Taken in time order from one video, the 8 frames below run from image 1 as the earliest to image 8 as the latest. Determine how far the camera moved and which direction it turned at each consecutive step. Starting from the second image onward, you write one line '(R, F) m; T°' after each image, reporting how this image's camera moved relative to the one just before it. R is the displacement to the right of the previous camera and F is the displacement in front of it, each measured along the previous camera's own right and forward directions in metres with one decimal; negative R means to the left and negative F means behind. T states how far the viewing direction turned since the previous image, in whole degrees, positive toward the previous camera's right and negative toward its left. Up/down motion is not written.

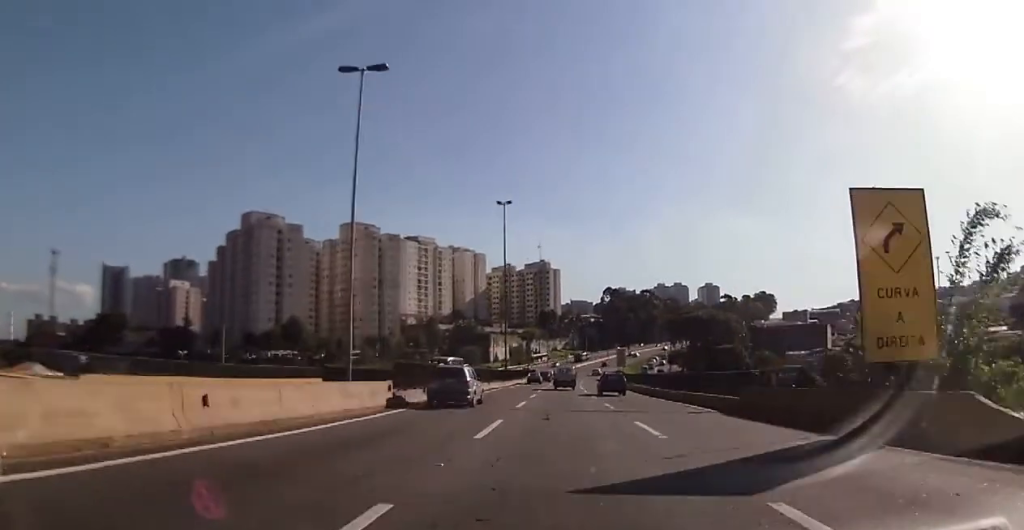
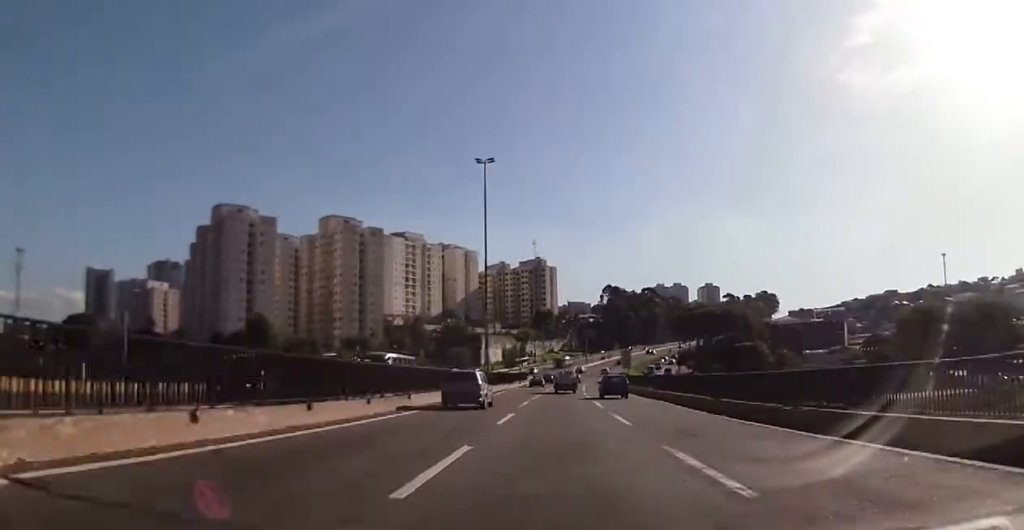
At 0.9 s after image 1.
(+0.2, +18.8) m; 0°
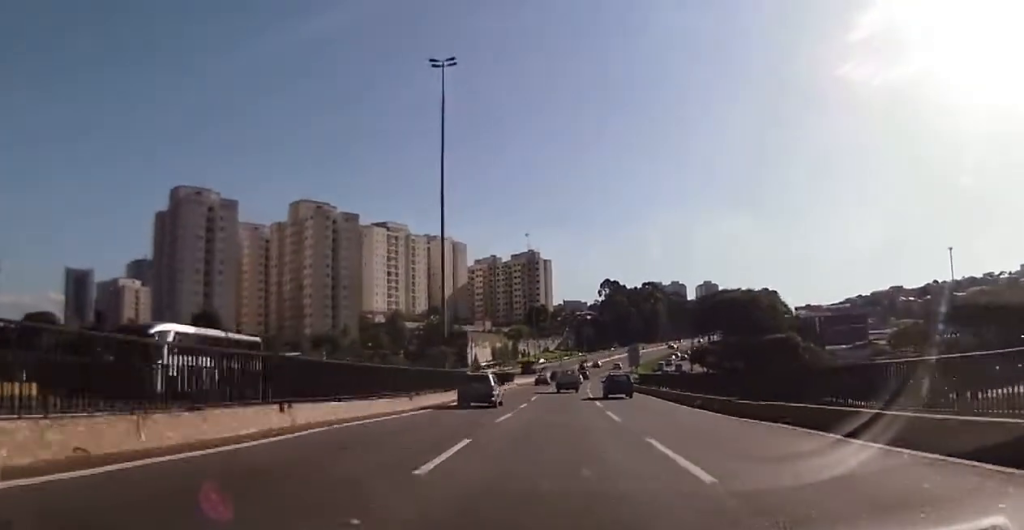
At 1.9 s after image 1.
(-0.1, +22.5) m; 0°
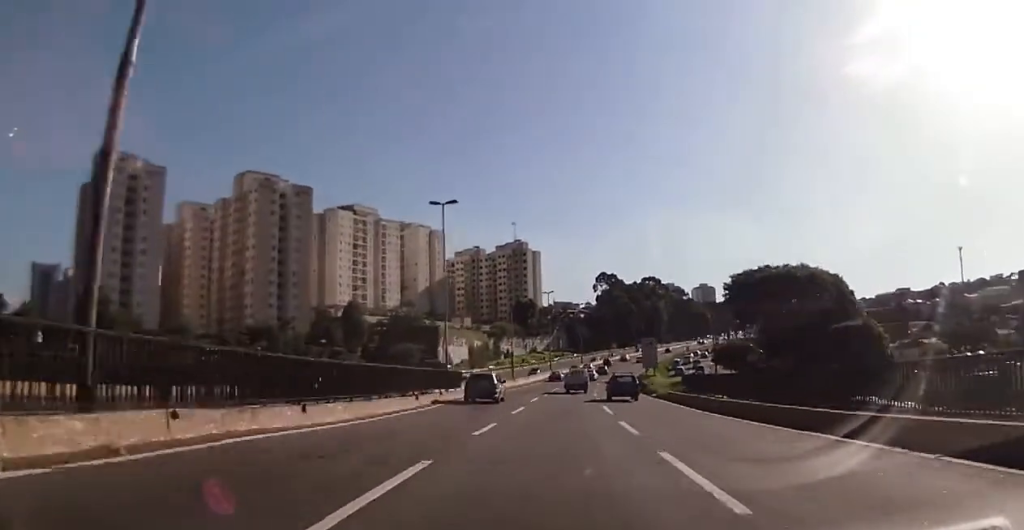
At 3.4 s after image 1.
(+0.2, +33.2) m; 0°
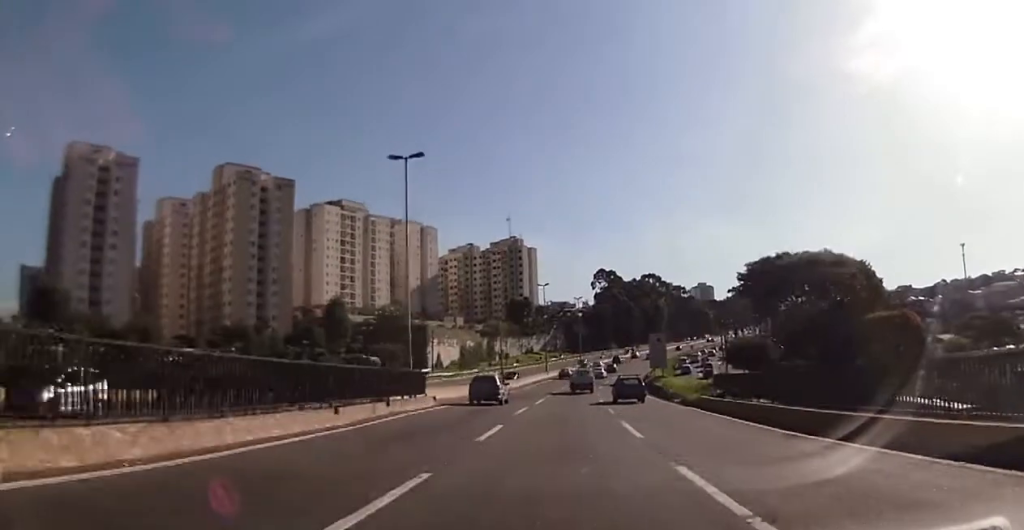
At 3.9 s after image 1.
(-0.2, +10.1) m; 0°
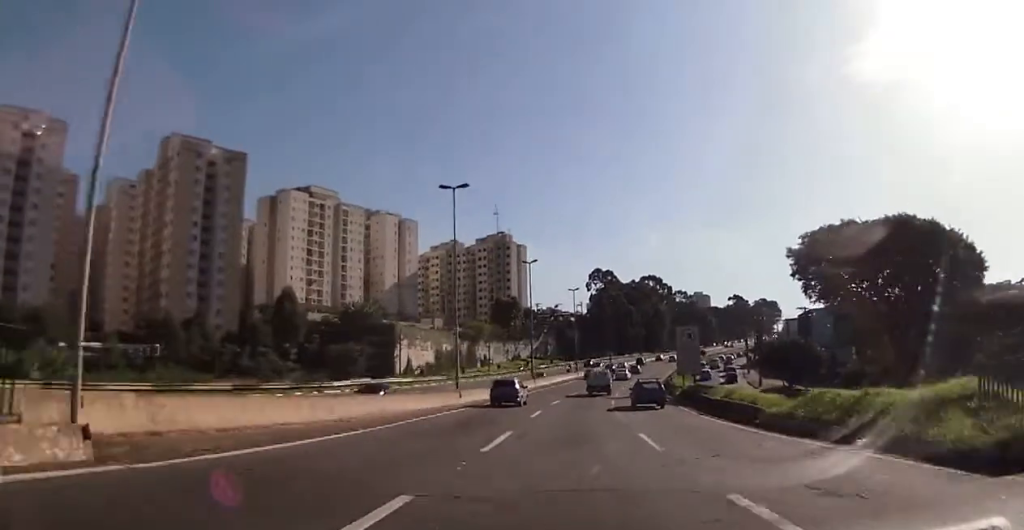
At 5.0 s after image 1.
(+0.3, +23.8) m; +1°
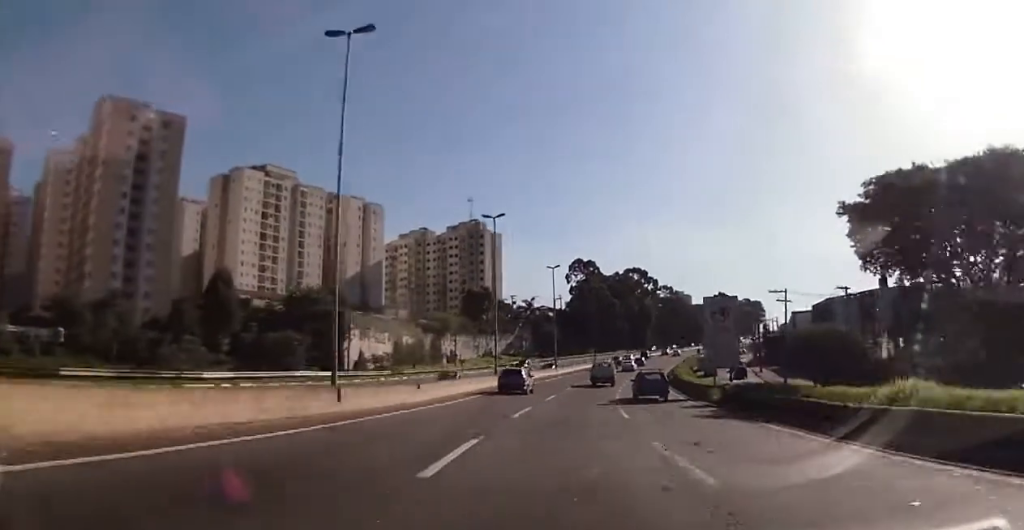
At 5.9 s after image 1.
(+0.1, +18.7) m; +1°
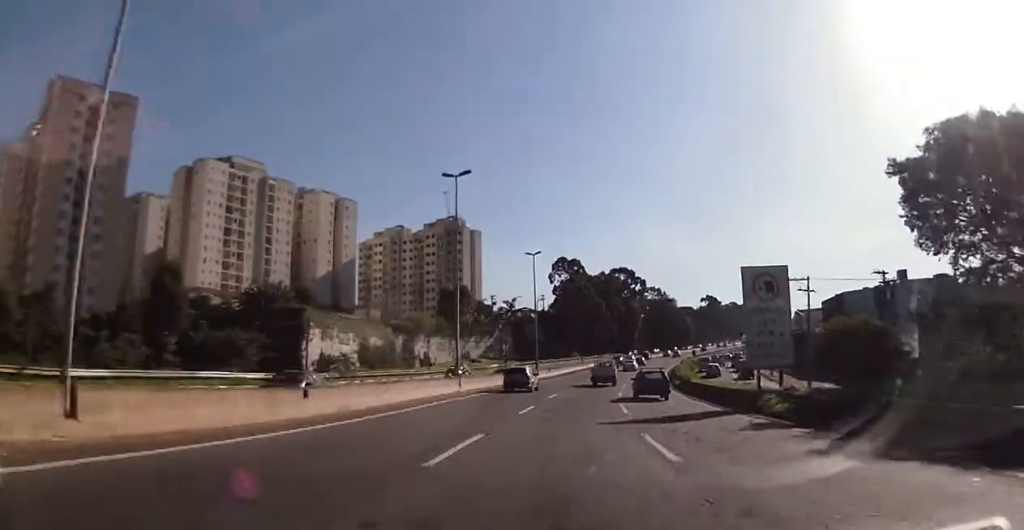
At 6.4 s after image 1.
(0.0, +11.6) m; +1°
